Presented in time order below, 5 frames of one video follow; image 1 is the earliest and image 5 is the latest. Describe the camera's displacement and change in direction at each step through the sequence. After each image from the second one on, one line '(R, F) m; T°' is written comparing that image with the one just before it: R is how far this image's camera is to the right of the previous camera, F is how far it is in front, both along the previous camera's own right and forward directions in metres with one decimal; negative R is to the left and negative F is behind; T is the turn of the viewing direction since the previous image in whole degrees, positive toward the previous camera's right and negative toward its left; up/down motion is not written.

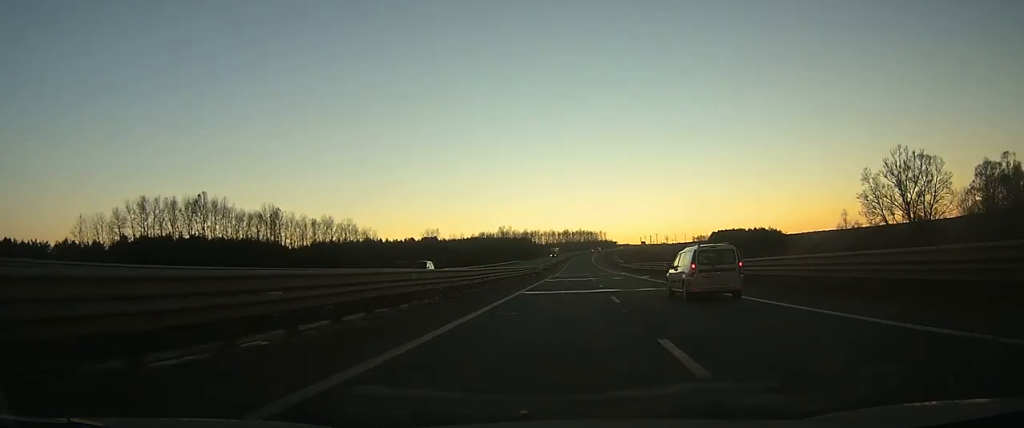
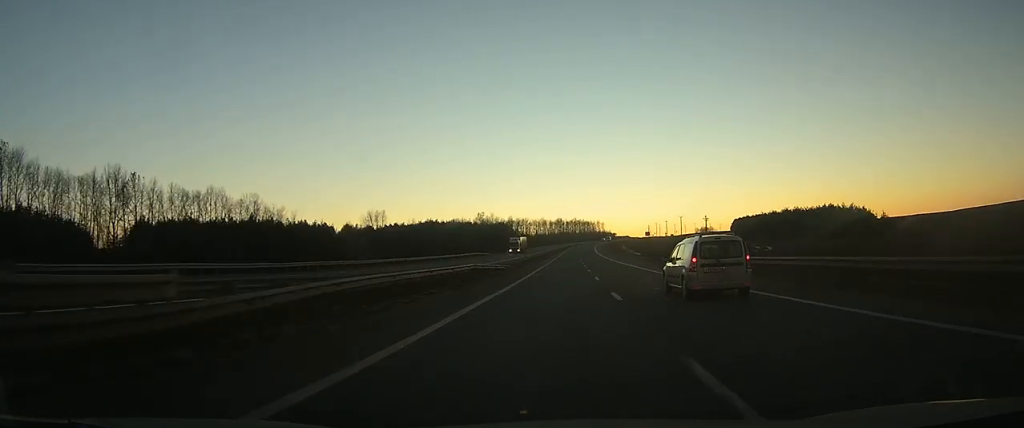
(+0.4, +72.8) m; 0°
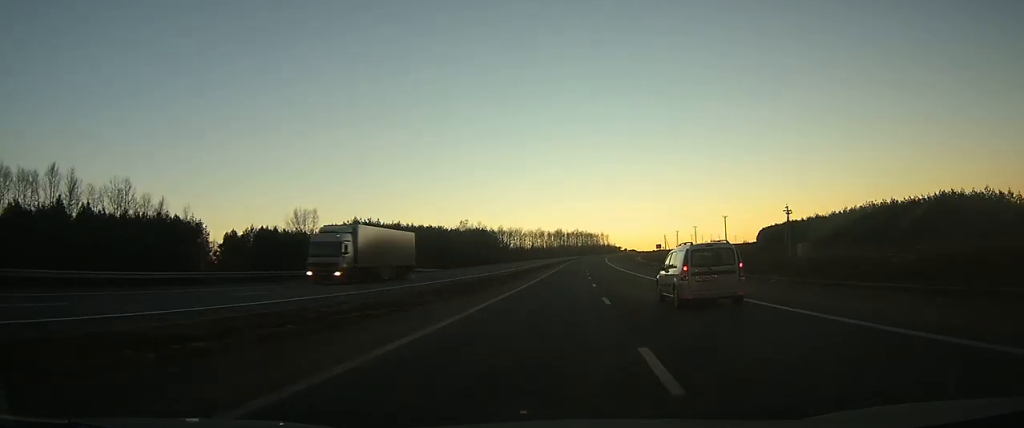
(+0.1, +57.6) m; 0°
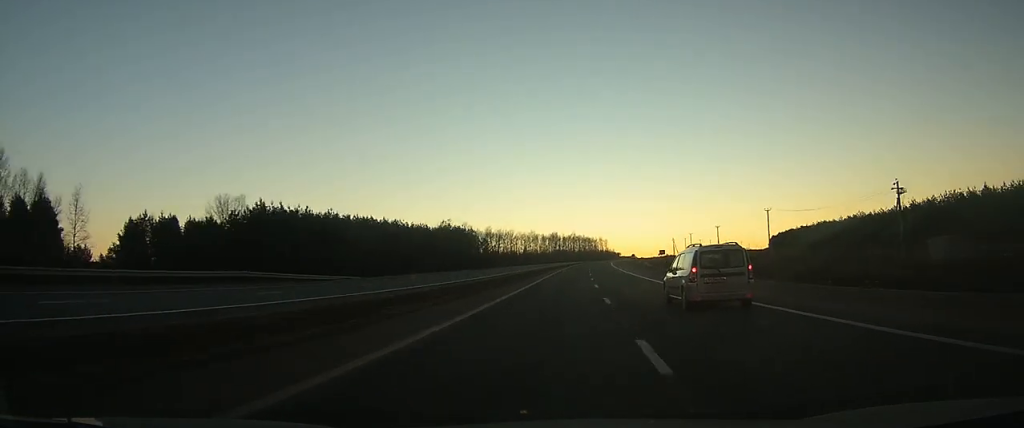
(+0.1, +34.4) m; 0°
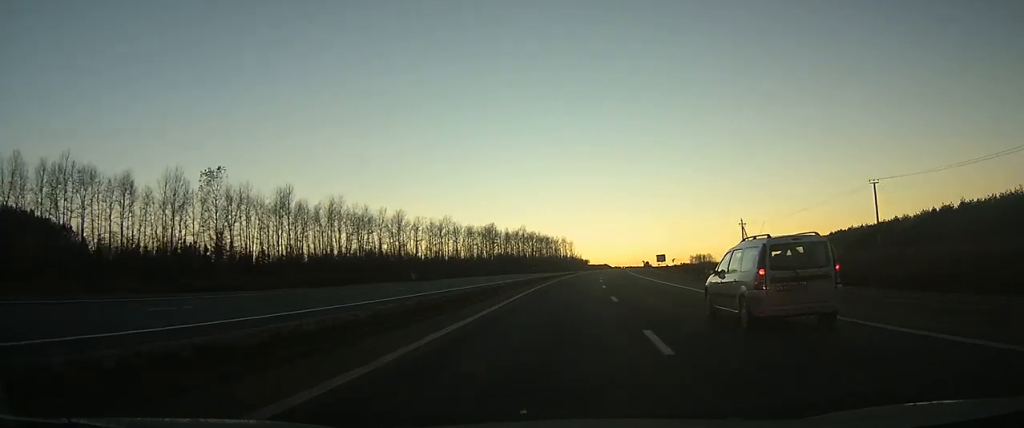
(+3.5, +151.9) m; +3°
